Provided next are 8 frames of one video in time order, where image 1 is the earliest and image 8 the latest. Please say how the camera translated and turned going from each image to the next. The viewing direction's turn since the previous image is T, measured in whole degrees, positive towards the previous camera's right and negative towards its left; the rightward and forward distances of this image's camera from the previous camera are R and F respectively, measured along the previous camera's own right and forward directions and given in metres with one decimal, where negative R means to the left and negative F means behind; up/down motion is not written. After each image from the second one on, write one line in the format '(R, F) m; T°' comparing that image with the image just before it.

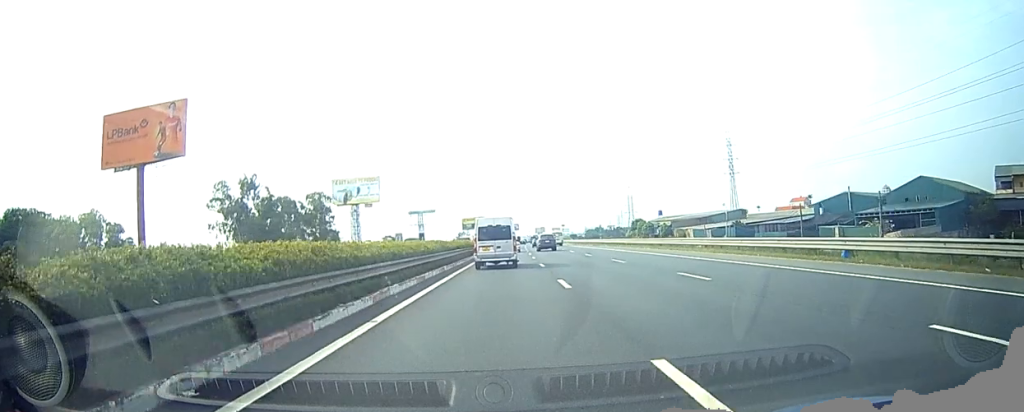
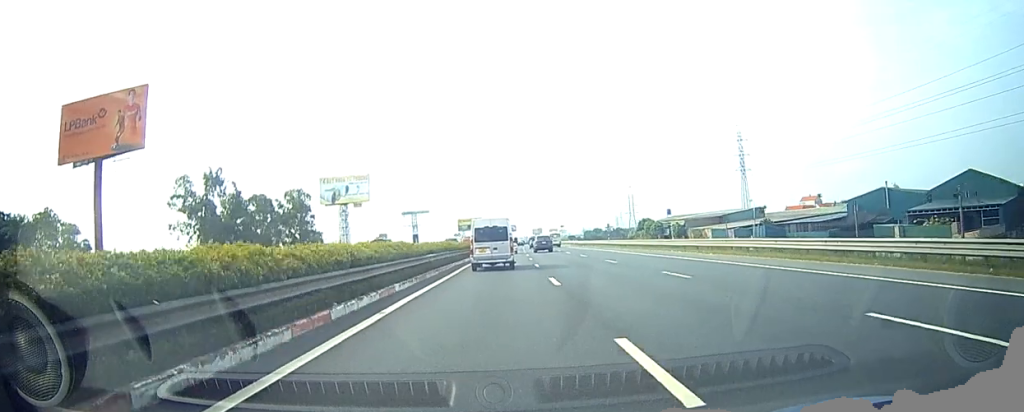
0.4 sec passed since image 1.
(0.0, +10.3) m; 0°
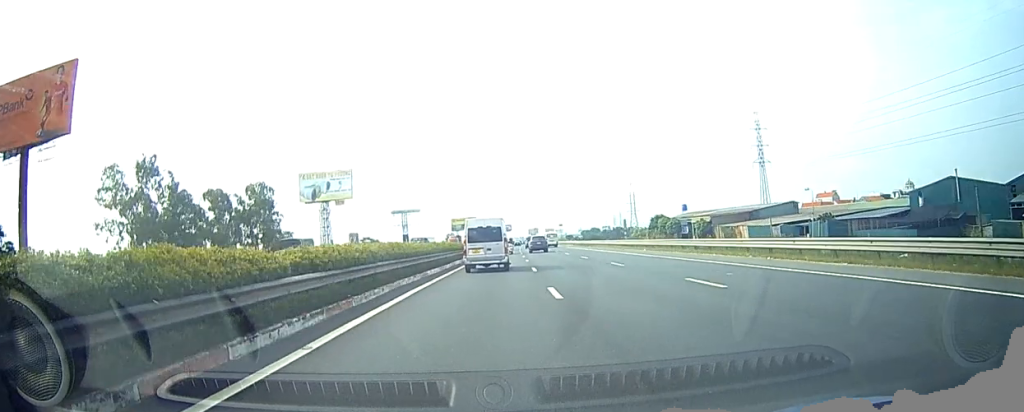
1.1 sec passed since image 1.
(0.0, +15.2) m; 0°
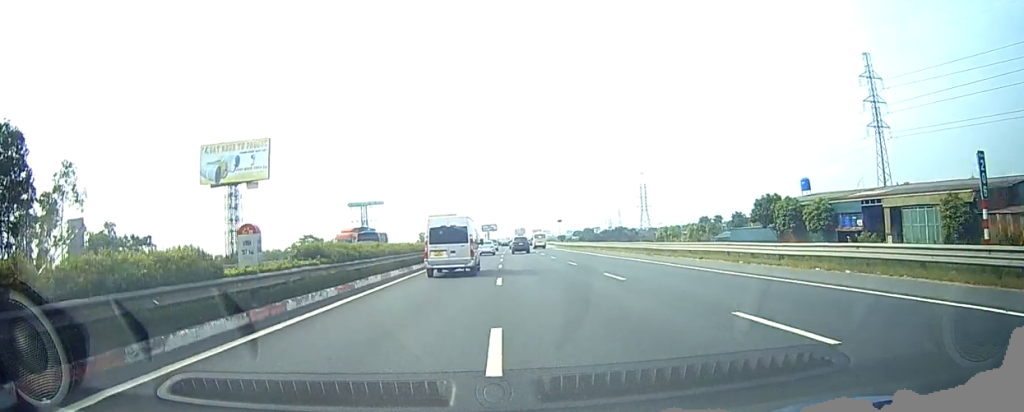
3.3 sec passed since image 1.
(+0.6, +55.2) m; +1°
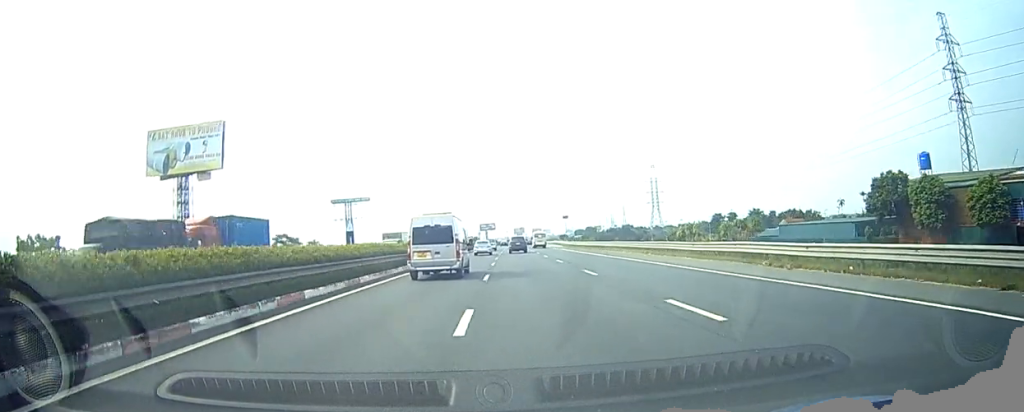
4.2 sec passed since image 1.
(+0.1, +22.0) m; 0°
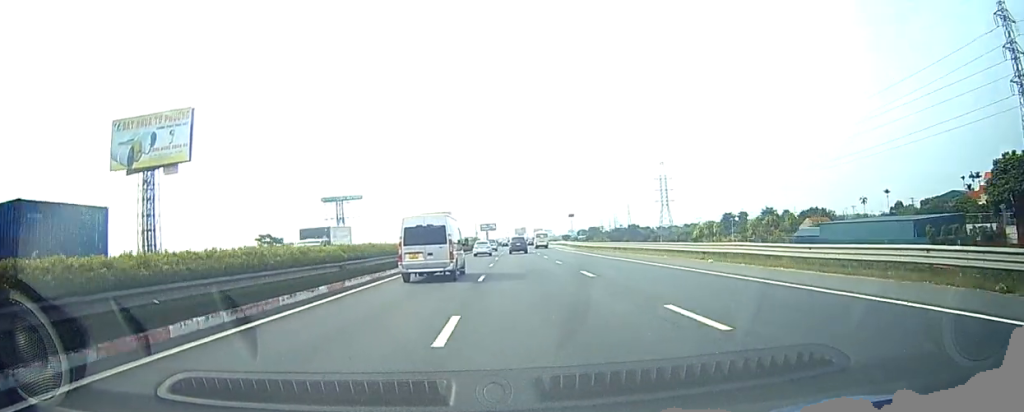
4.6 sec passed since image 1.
(0.0, +12.7) m; 0°
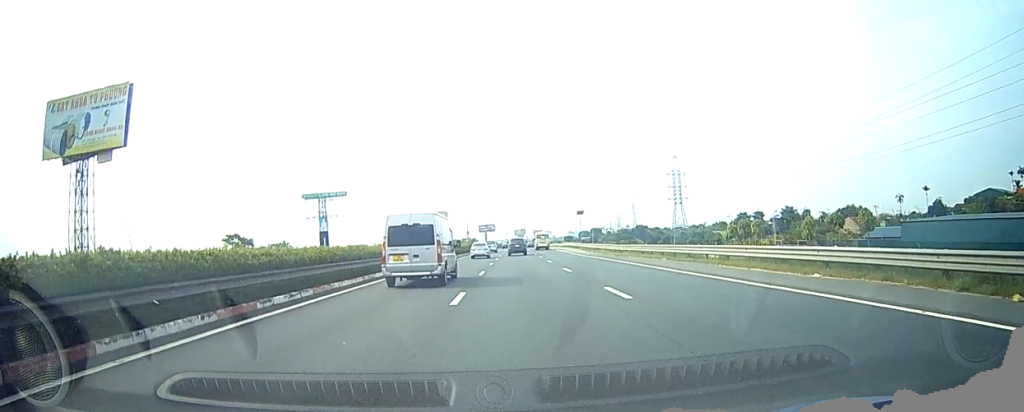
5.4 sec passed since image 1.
(0.0, +19.3) m; 0°
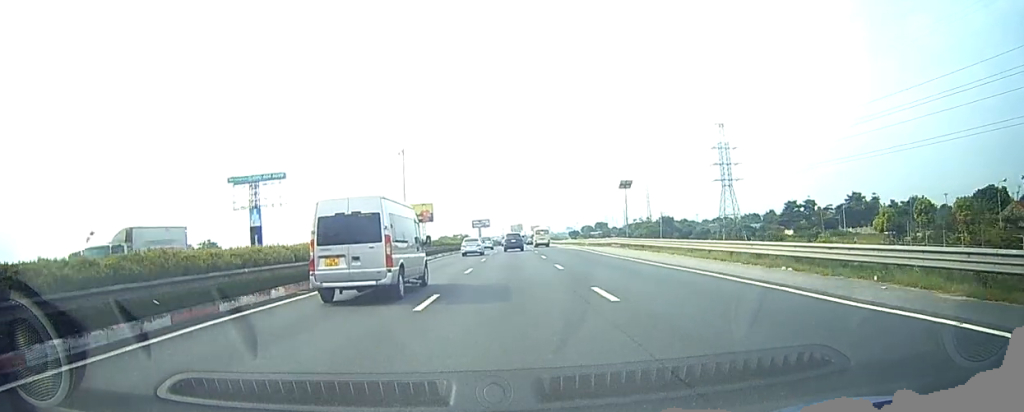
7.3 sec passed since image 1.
(+0.7, +51.0) m; +2°
